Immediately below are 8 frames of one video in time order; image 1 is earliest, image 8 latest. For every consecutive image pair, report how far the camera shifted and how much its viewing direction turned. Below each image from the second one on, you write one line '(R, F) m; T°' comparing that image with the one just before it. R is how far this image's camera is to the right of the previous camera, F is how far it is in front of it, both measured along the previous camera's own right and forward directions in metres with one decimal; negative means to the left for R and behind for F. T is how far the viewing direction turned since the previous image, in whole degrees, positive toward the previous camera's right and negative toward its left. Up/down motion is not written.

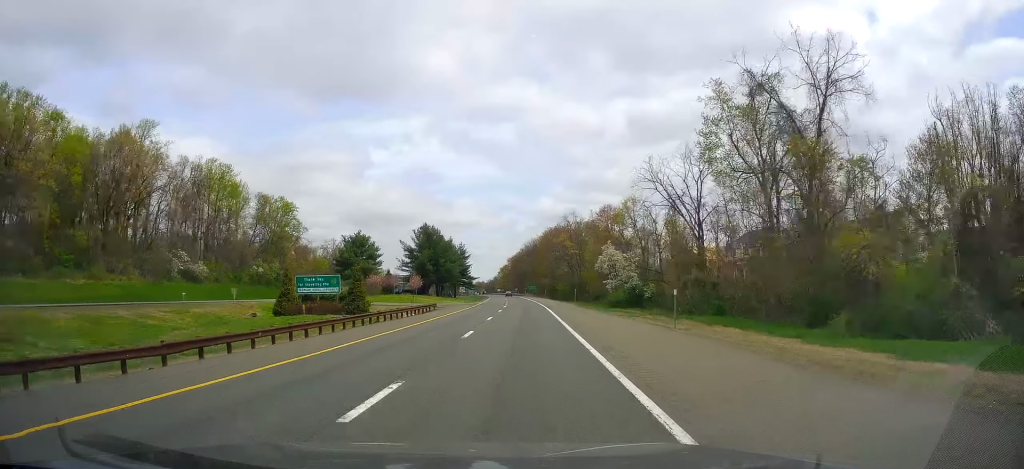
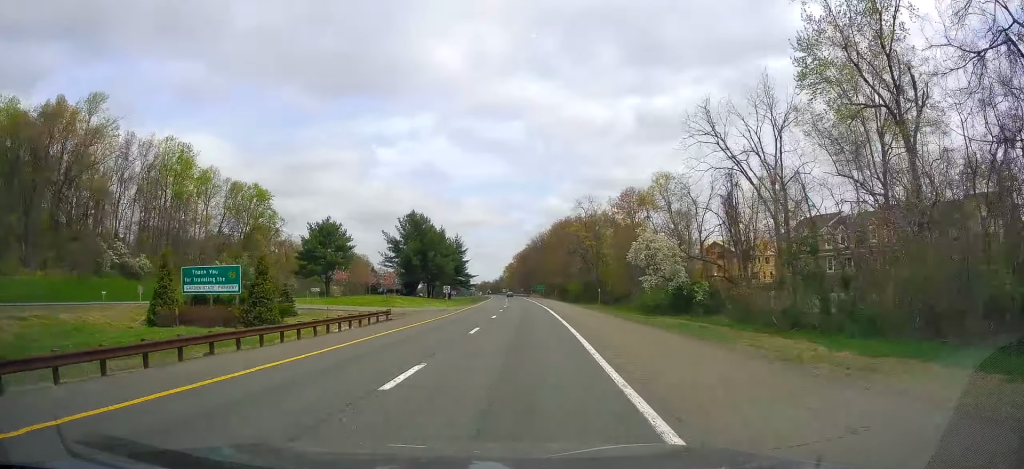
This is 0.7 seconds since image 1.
(-0.1, +22.5) m; 0°
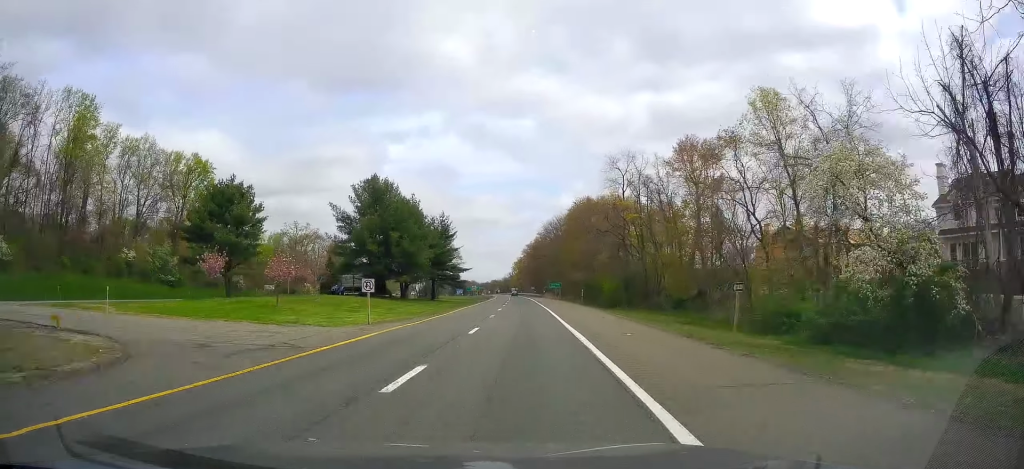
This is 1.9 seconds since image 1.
(0.0, +36.8) m; 0°
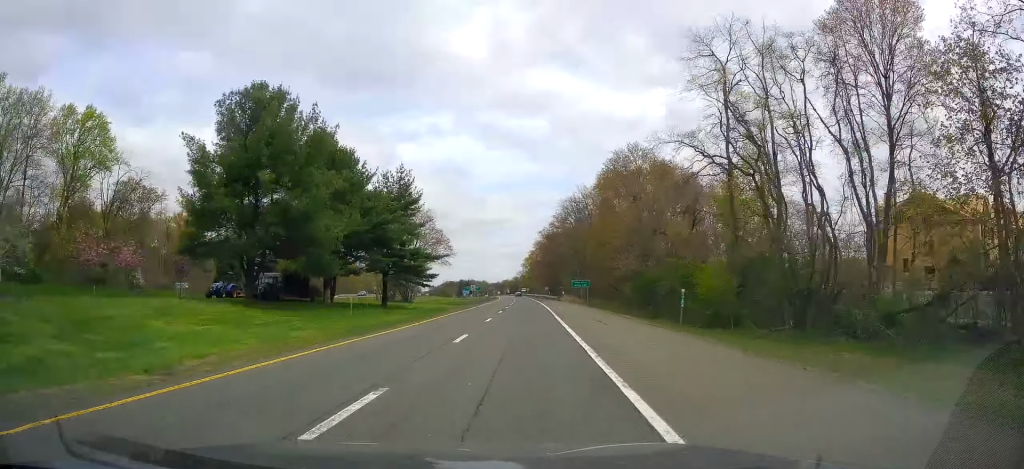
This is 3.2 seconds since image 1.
(-0.4, +39.7) m; -1°
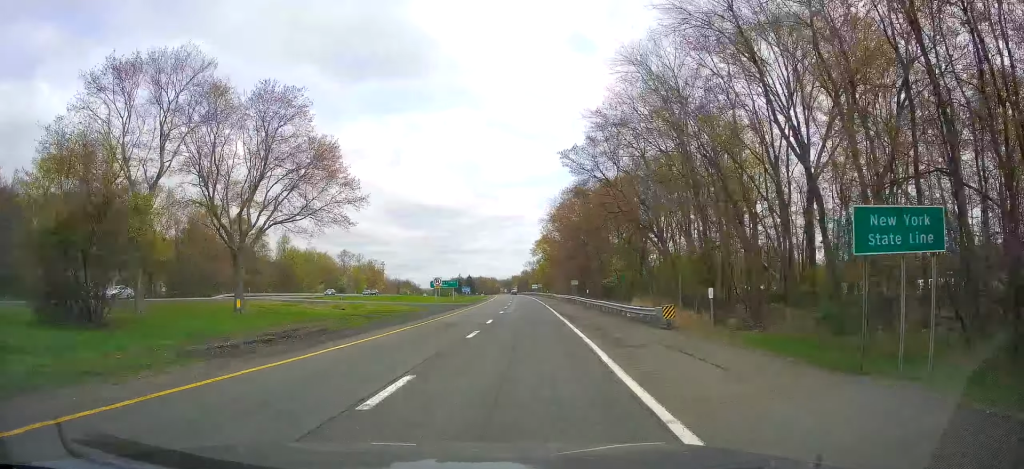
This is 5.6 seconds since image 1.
(-2.0, +71.4) m; -3°
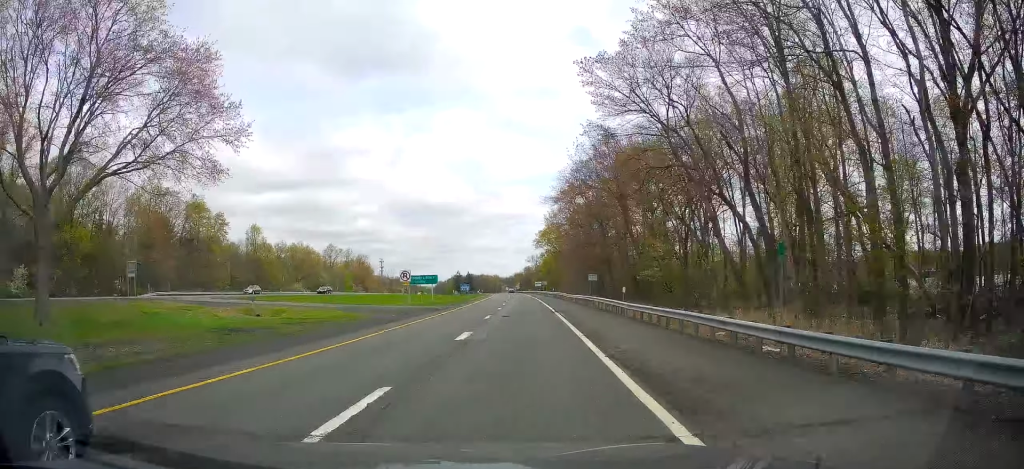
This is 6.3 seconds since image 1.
(0.0, +22.4) m; 0°
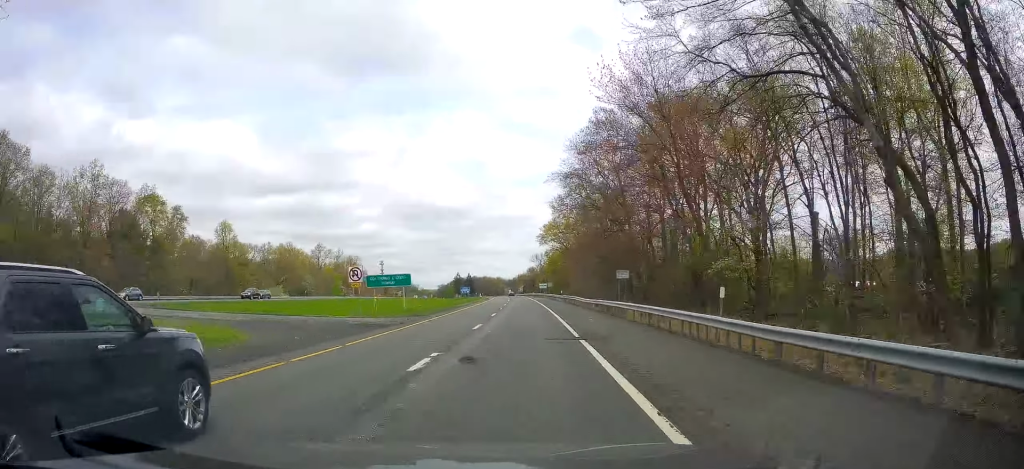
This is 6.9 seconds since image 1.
(+0.1, +18.4) m; 0°
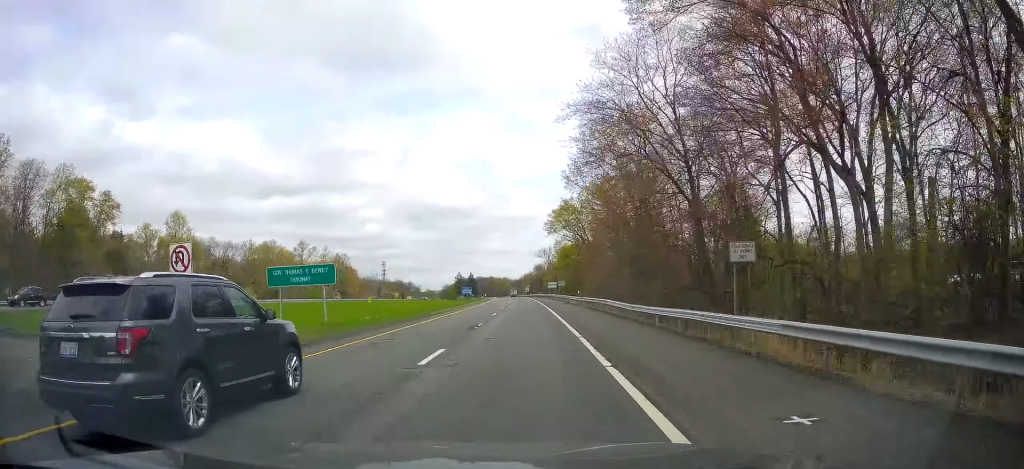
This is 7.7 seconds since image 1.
(0.0, +23.6) m; -1°
